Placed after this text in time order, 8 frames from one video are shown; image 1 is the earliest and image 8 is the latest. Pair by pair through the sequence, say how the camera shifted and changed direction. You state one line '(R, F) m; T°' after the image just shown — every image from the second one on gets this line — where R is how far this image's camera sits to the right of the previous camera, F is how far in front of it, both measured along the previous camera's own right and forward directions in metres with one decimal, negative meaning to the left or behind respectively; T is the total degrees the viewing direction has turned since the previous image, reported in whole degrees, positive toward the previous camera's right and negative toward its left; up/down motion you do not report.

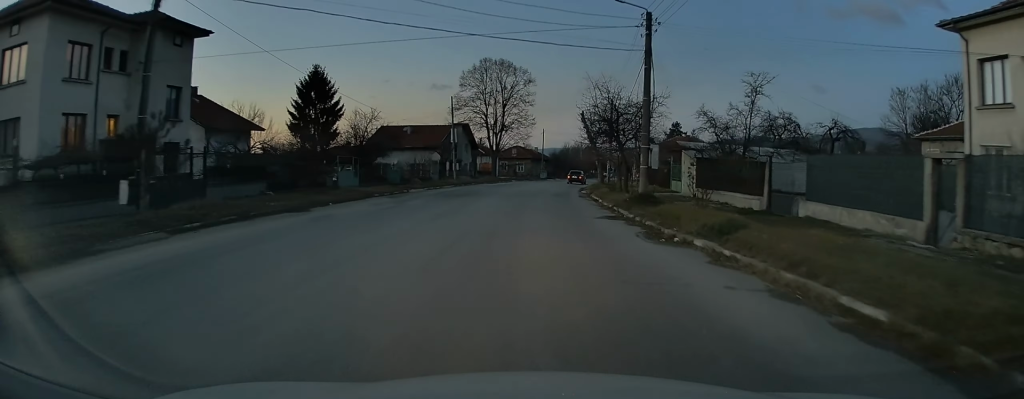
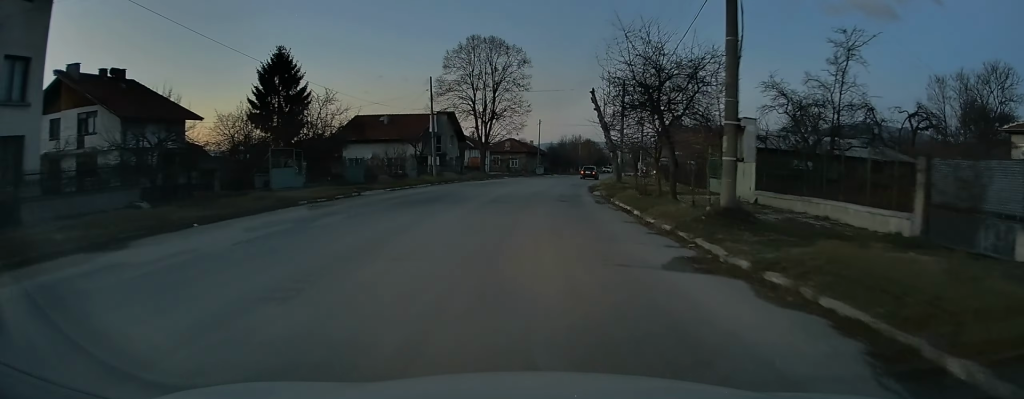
(0.0, +10.3) m; 0°
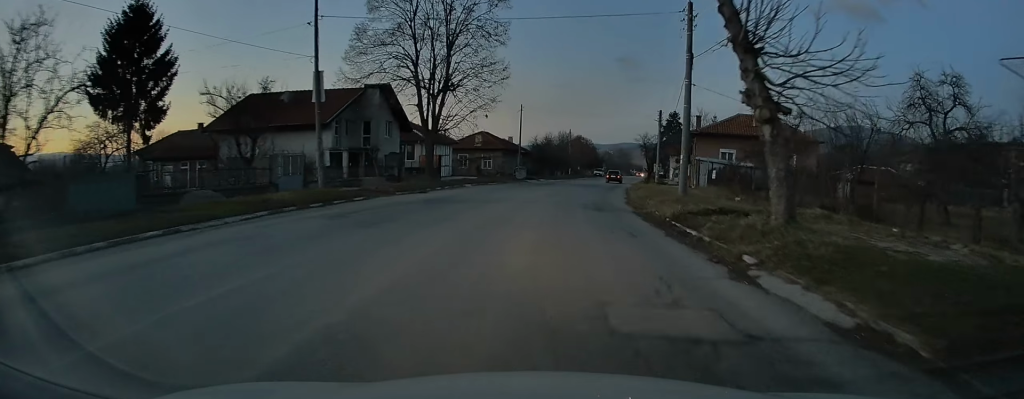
(+0.5, +24.9) m; +4°
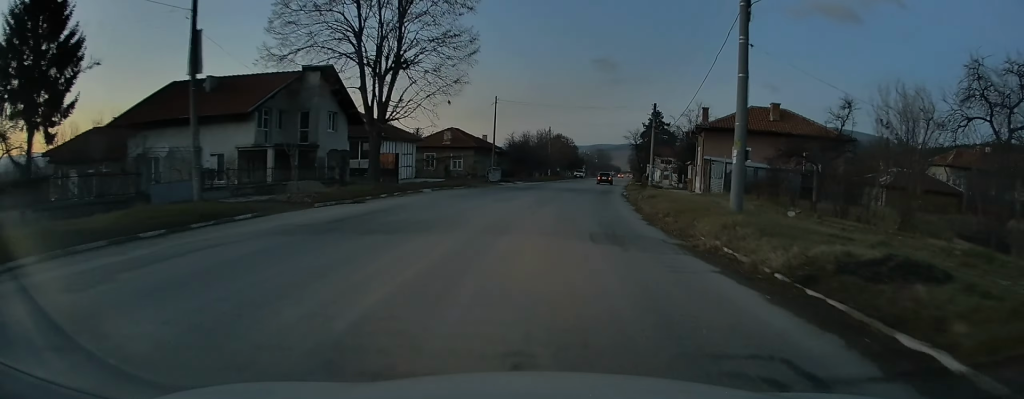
(0.0, +8.9) m; +3°
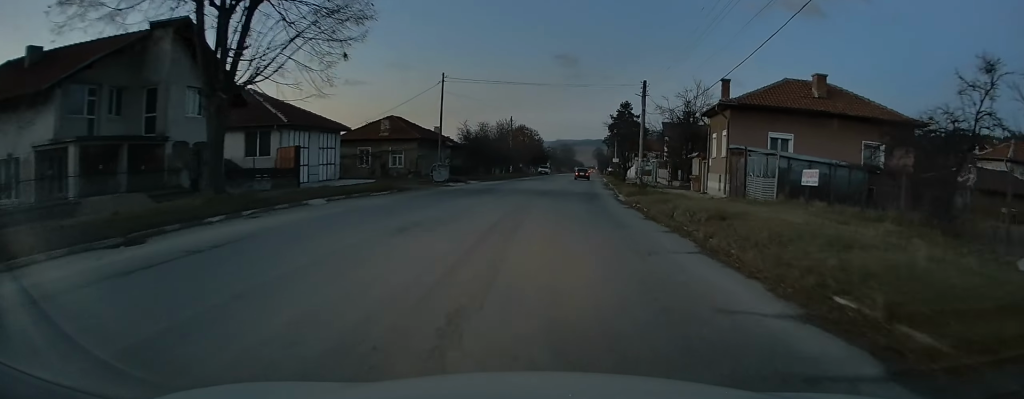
(+0.7, +13.2) m; +4°
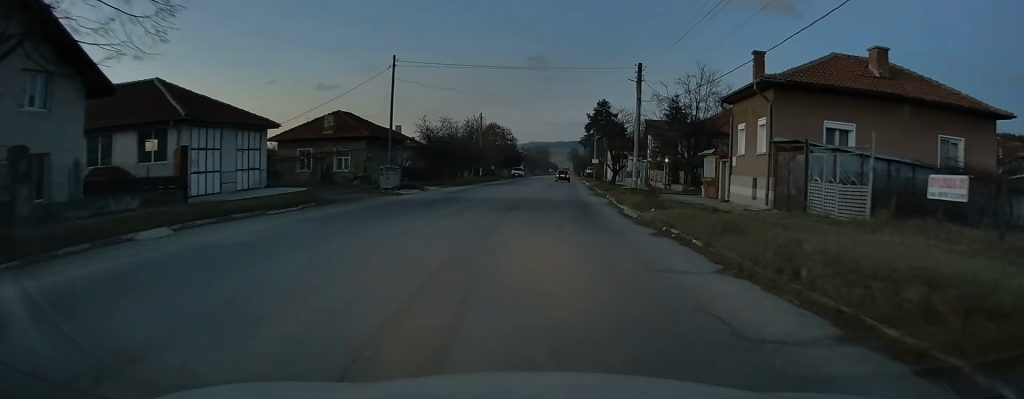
(+0.1, +9.0) m; +1°
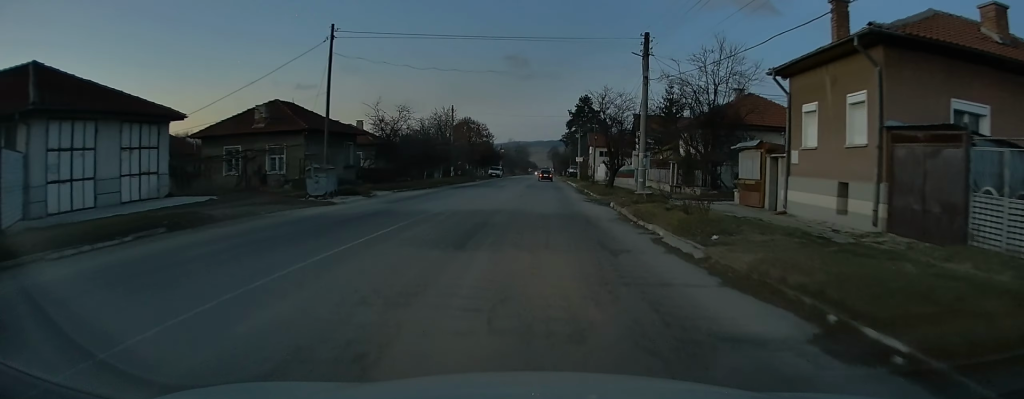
(+0.1, +9.0) m; +1°
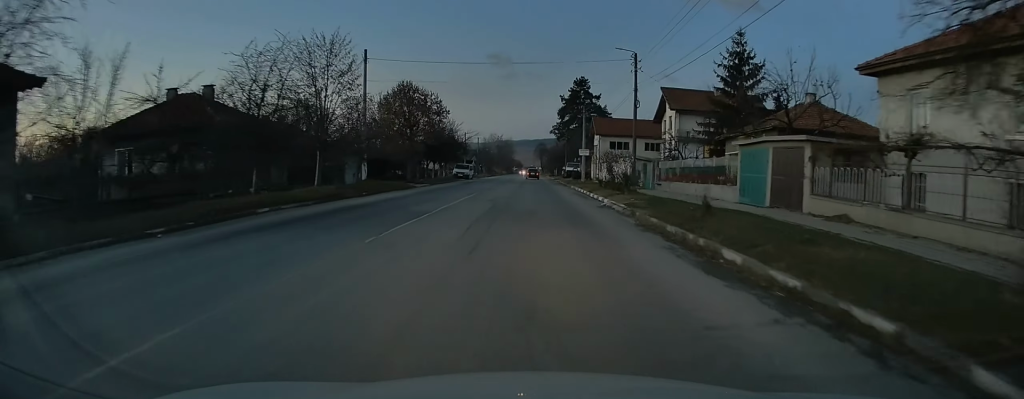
(0.0, +32.2) m; 0°
